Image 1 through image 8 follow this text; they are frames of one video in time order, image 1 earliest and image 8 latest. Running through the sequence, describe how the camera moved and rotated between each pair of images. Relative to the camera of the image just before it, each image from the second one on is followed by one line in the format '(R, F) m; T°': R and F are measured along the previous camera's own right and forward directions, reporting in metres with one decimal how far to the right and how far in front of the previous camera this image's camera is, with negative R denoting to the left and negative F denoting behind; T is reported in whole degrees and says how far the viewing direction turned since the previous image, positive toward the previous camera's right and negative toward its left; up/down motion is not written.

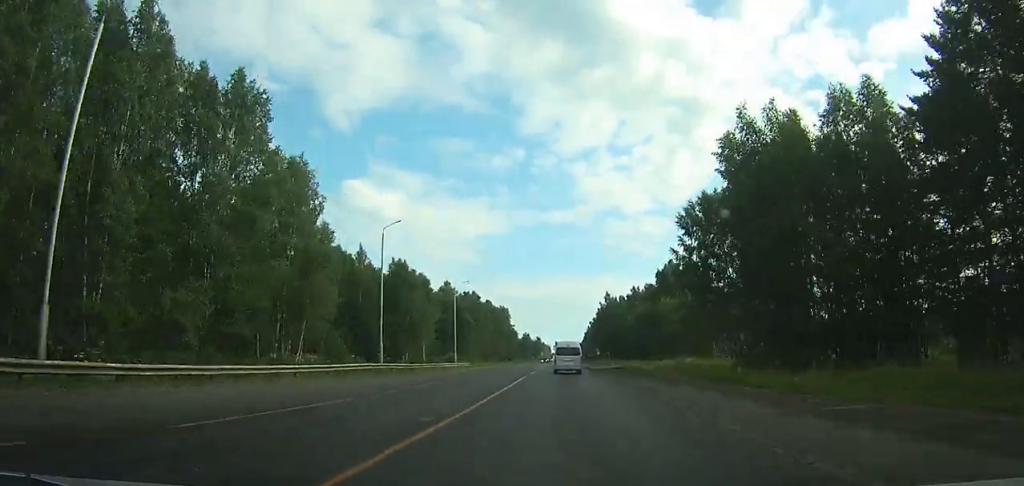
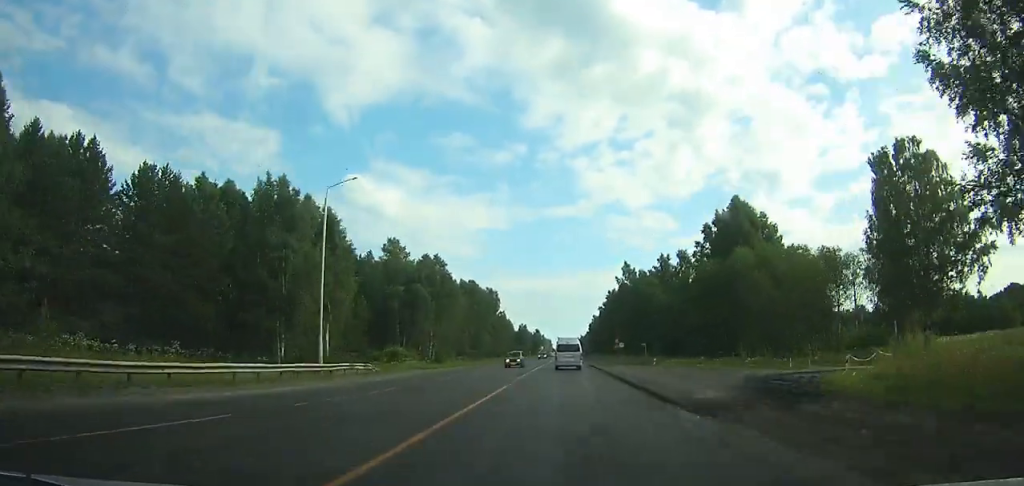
(-1.8, +59.5) m; +3°
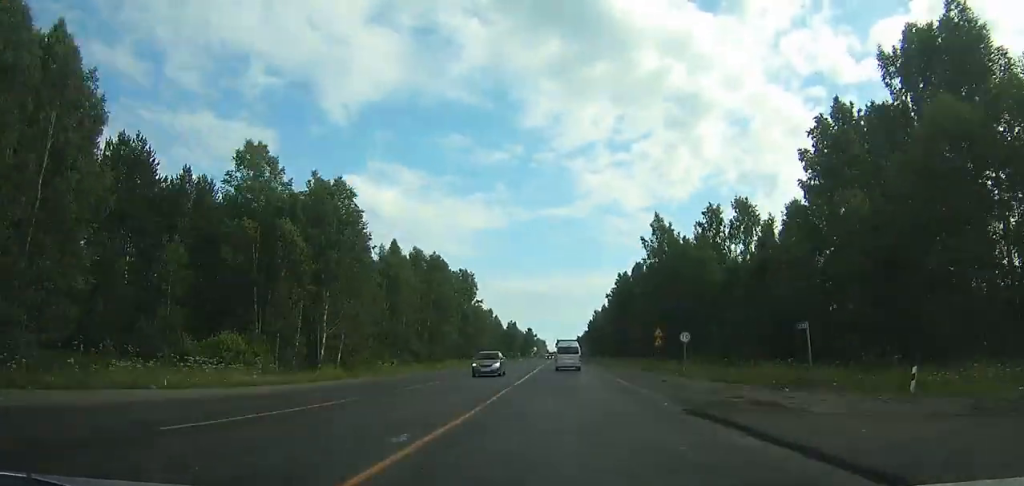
(+4.1, +54.2) m; +7°
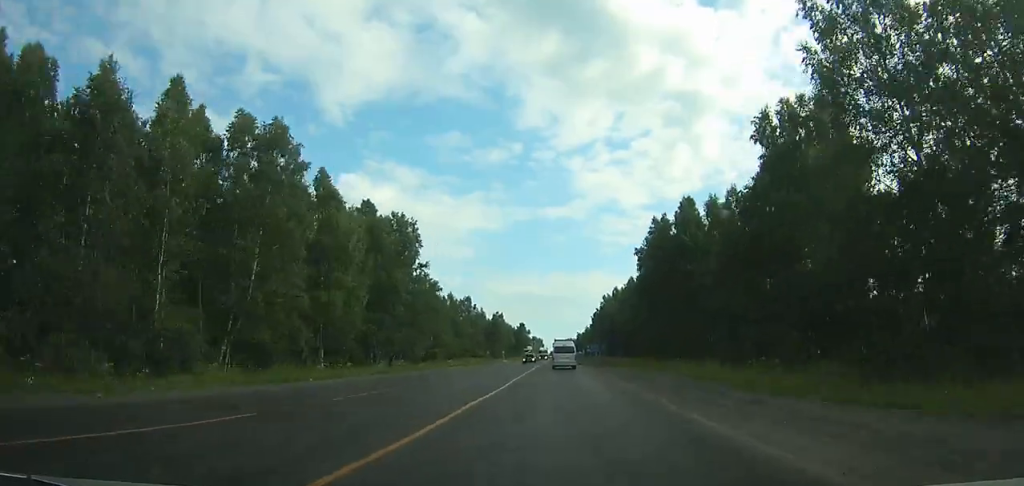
(+5.4, +64.8) m; +6°
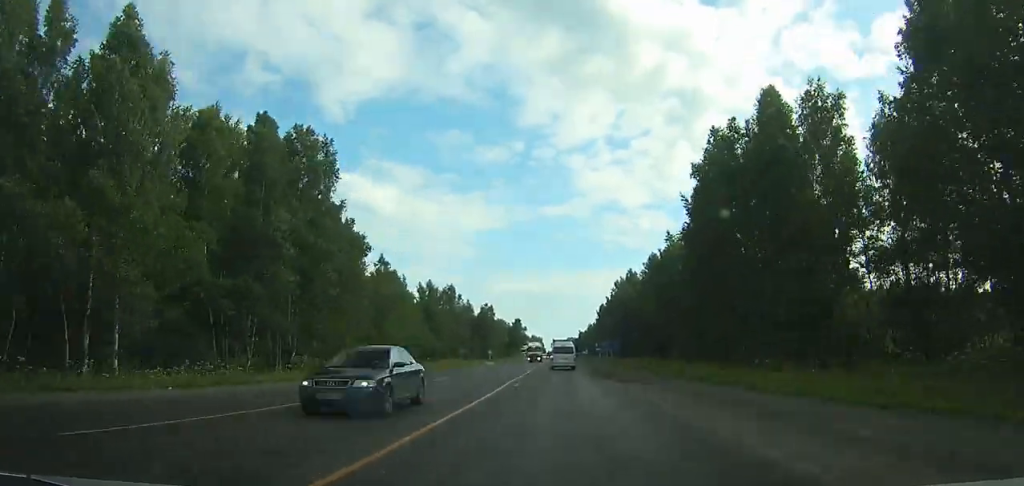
(+0.7, +36.4) m; +1°
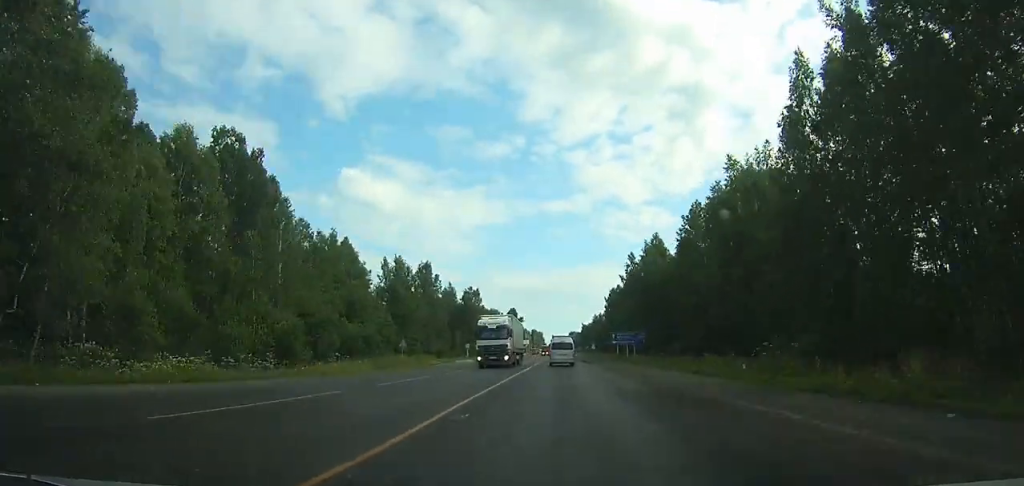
(0.0, +36.8) m; 0°
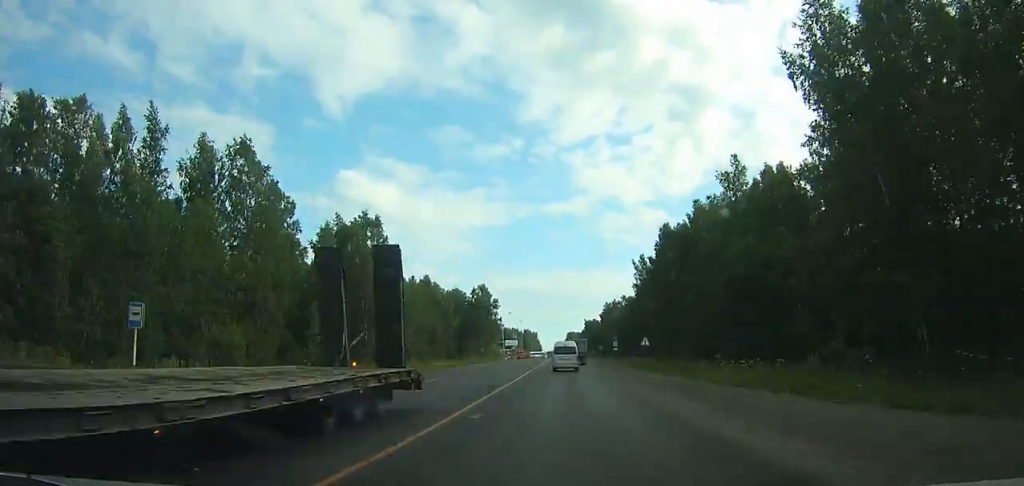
(+0.1, +81.2) m; +1°
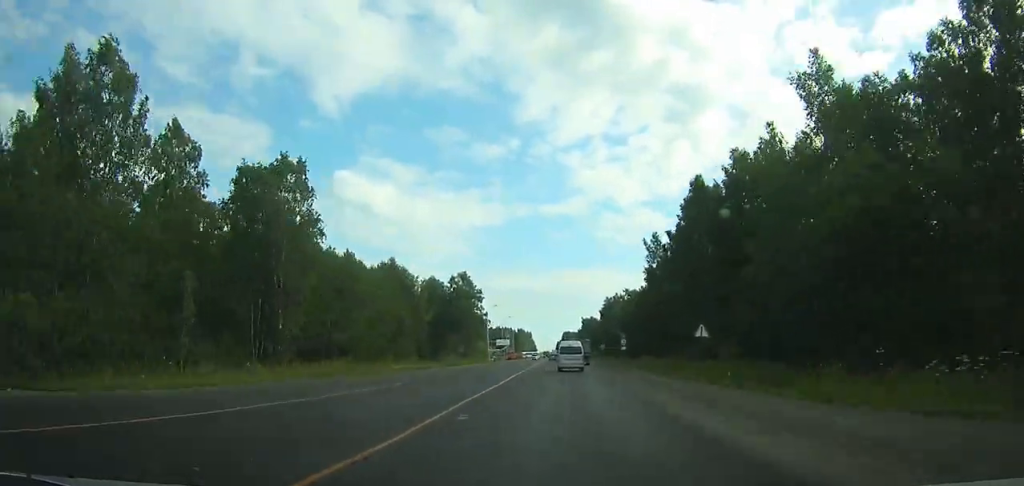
(-0.2, +20.6) m; 0°
